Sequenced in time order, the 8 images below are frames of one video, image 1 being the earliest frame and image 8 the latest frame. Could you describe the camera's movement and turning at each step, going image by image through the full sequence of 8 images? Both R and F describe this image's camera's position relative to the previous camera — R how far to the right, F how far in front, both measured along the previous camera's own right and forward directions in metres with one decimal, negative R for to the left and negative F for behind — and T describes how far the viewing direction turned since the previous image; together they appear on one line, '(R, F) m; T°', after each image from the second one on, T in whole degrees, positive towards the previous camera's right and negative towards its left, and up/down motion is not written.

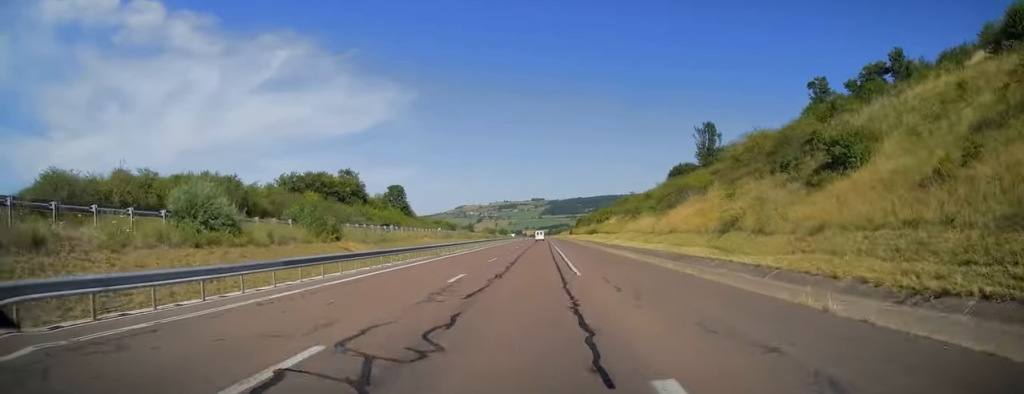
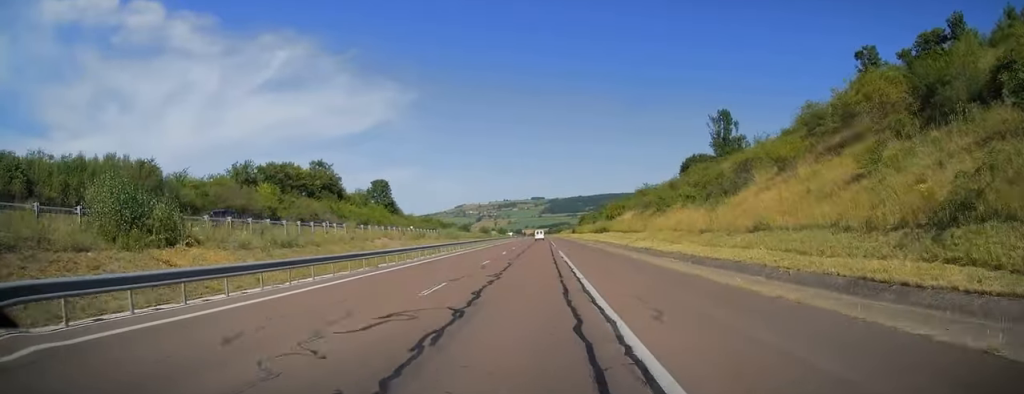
(0.0, +16.7) m; 0°
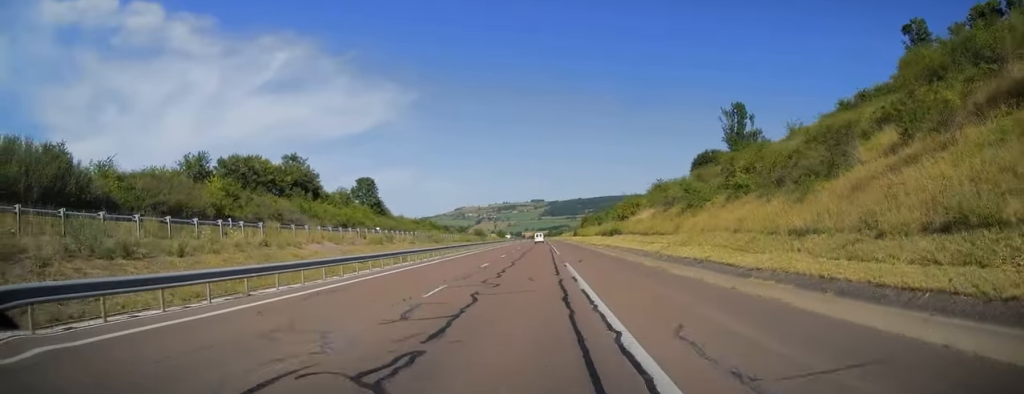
(+0.1, +12.8) m; 0°
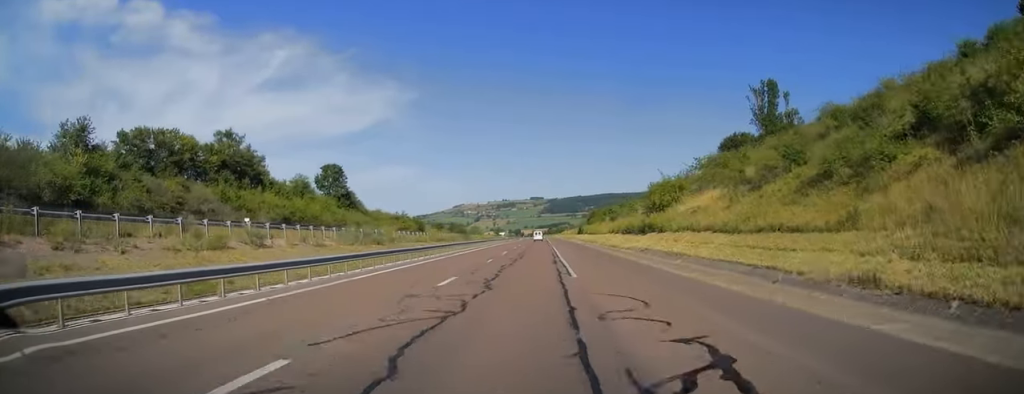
(-0.2, +23.1) m; 0°
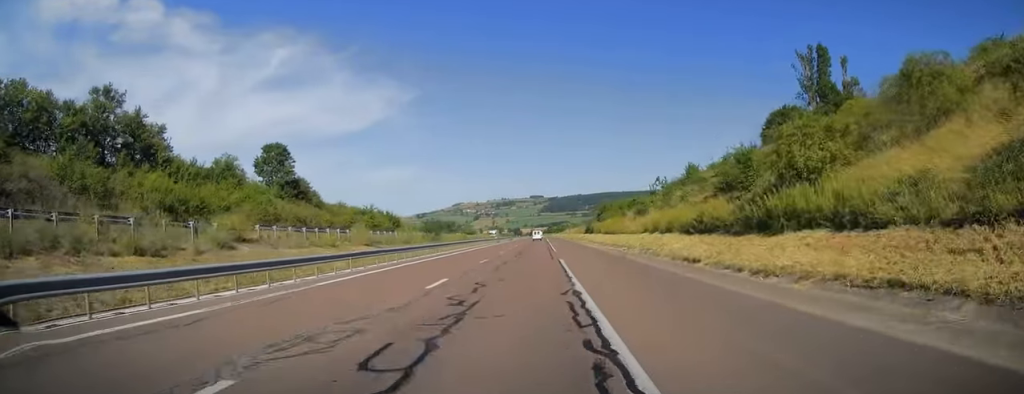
(-0.1, +27.0) m; 0°
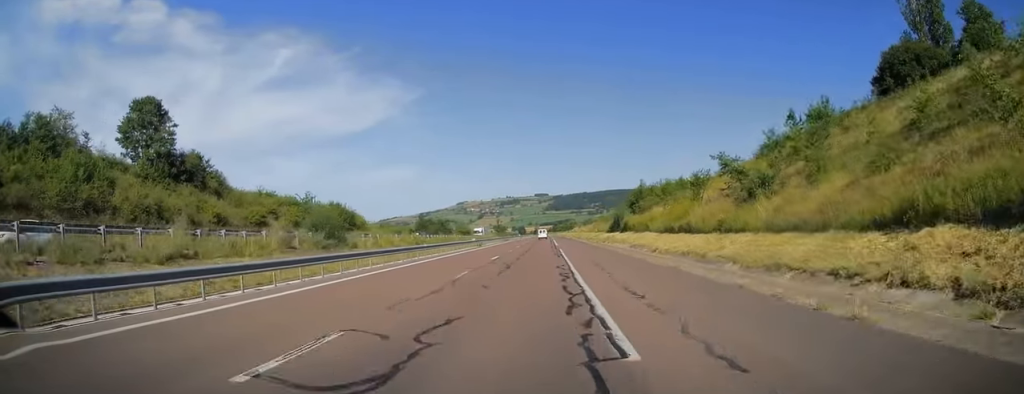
(+0.4, +35.8) m; 0°
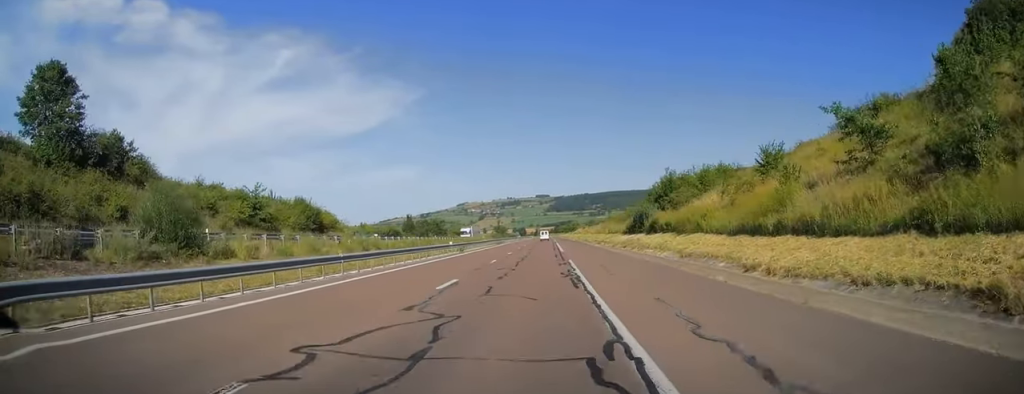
(0.0, +16.2) m; 0°
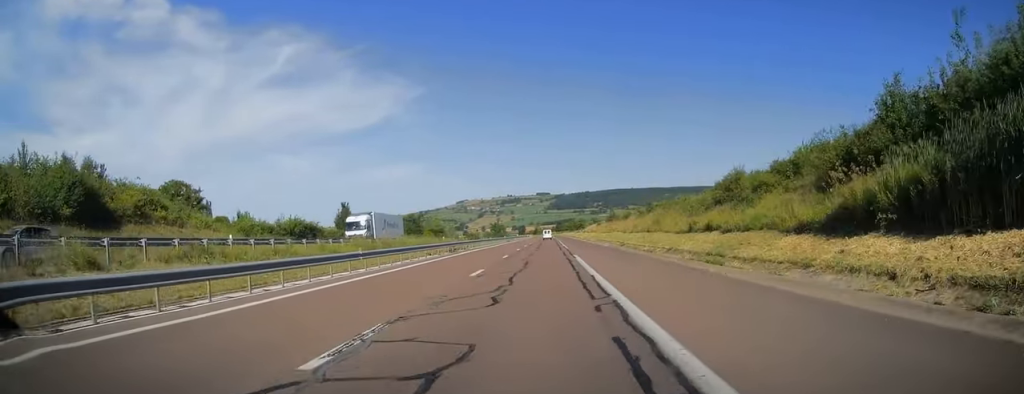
(0.0, +48.1) m; 0°
